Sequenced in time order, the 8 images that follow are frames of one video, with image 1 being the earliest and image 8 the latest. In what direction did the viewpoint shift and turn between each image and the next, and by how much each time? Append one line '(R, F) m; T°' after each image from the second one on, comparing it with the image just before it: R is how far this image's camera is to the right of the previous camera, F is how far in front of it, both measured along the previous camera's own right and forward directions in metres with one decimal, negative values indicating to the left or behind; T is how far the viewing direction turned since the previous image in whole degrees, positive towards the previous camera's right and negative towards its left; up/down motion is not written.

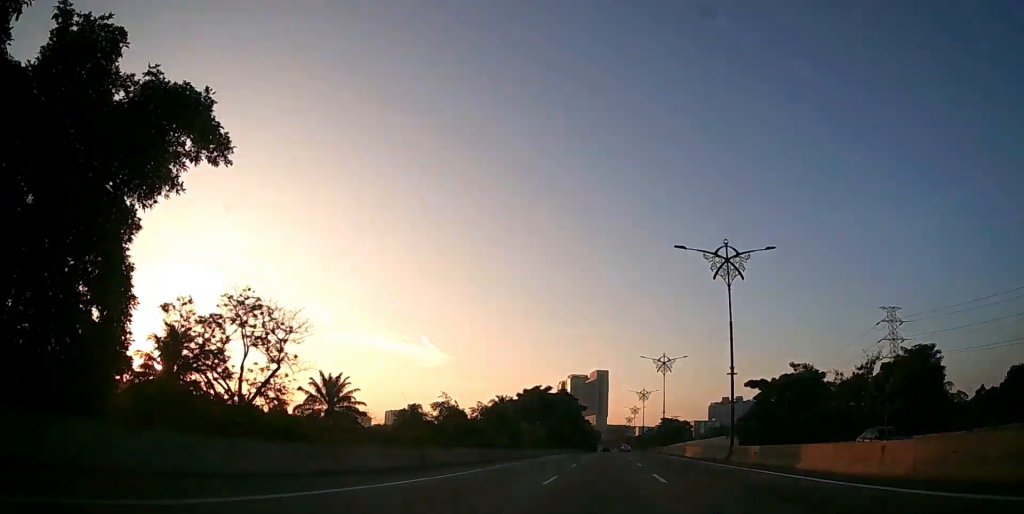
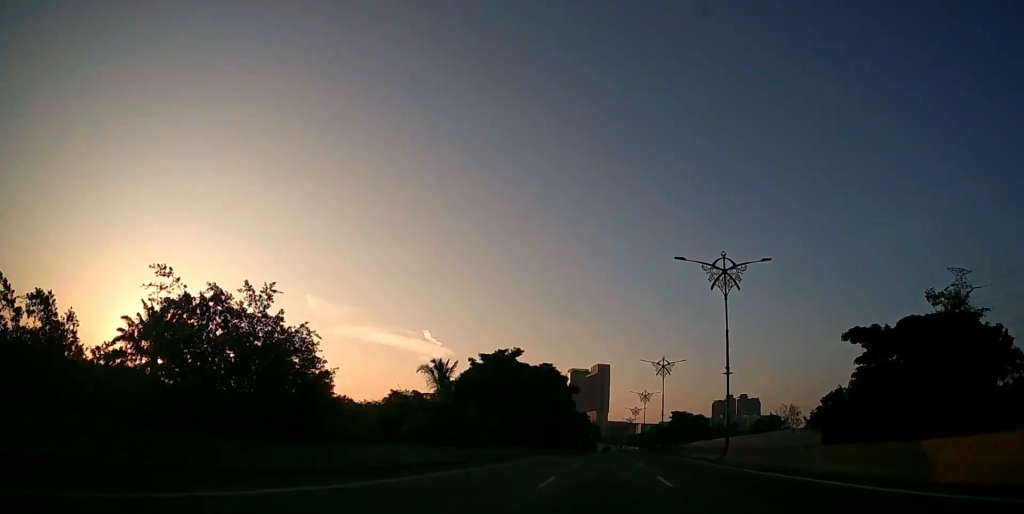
(0.0, +37.9) m; 0°
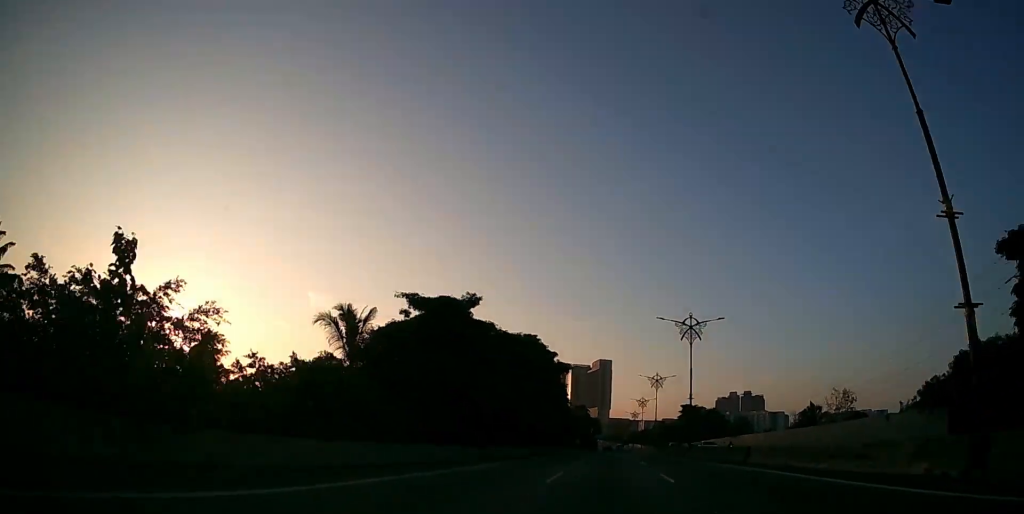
(0.0, +23.9) m; 0°
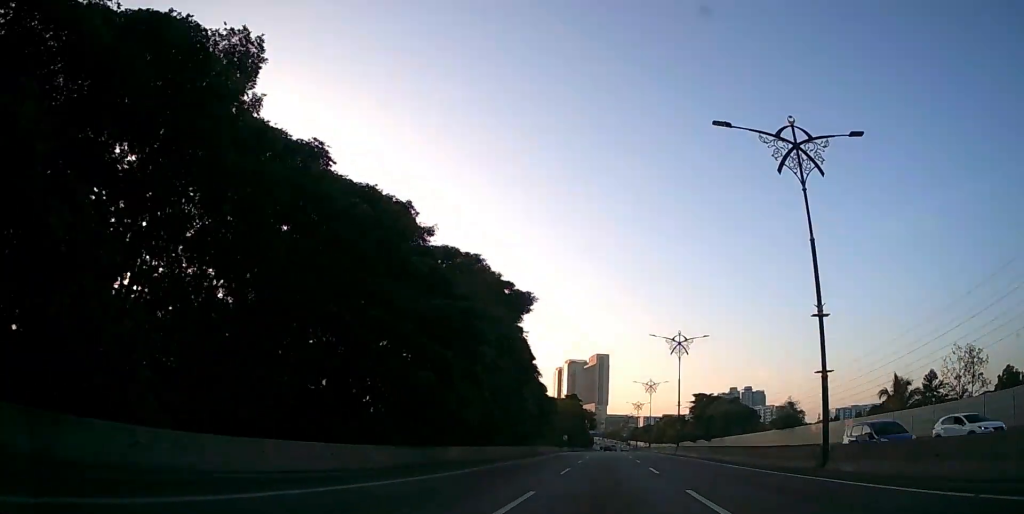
(0.0, +32.3) m; 0°
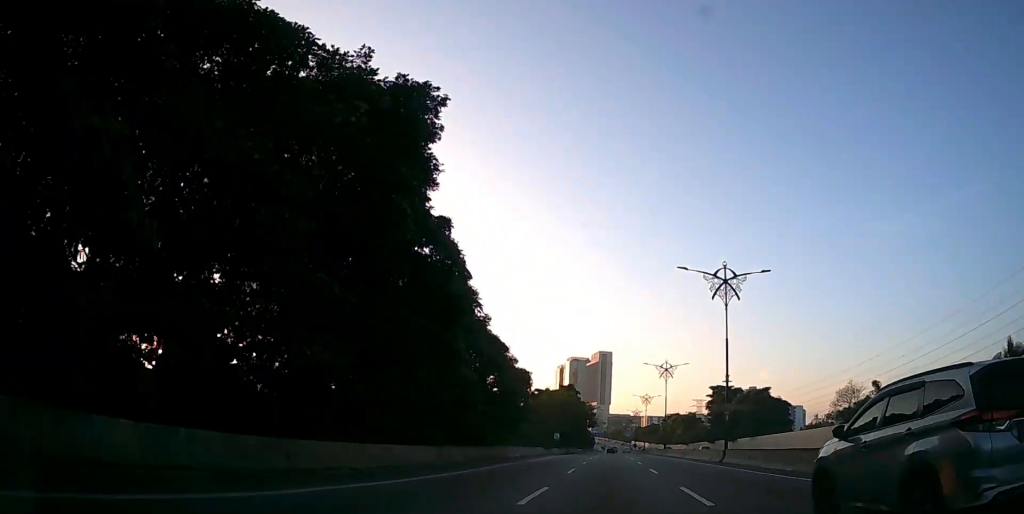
(0.0, +22.3) m; 0°
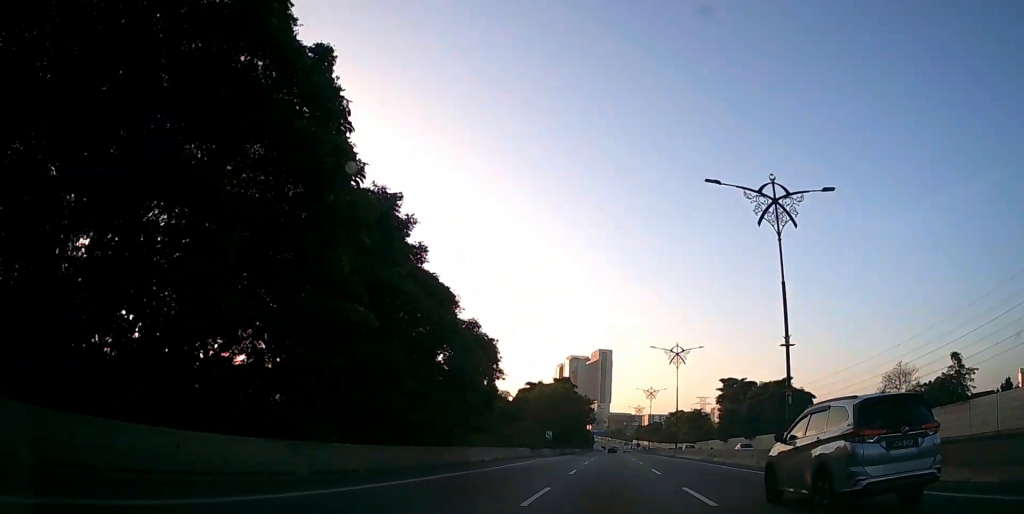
(0.0, +12.7) m; 0°
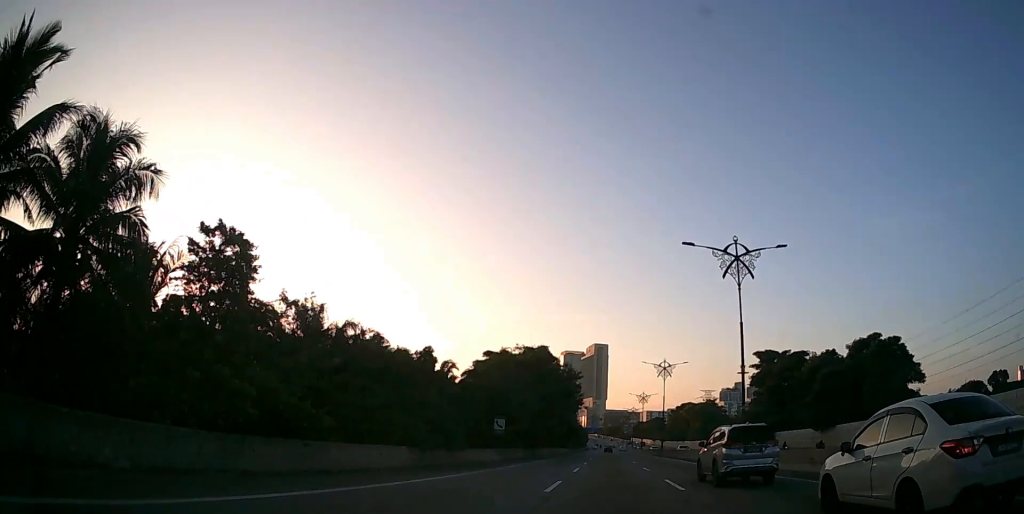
(-0.1, +31.9) m; 0°
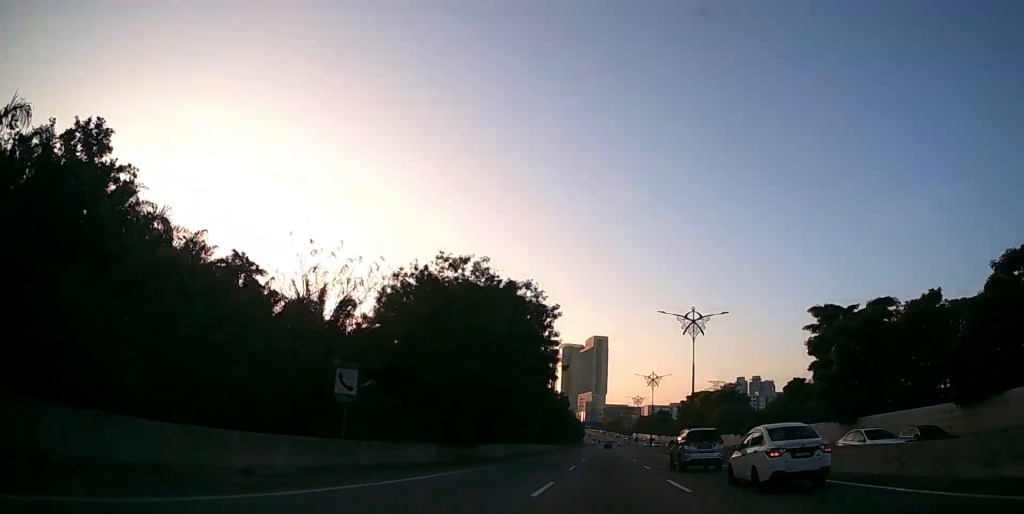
(-0.1, +26.0) m; 0°
